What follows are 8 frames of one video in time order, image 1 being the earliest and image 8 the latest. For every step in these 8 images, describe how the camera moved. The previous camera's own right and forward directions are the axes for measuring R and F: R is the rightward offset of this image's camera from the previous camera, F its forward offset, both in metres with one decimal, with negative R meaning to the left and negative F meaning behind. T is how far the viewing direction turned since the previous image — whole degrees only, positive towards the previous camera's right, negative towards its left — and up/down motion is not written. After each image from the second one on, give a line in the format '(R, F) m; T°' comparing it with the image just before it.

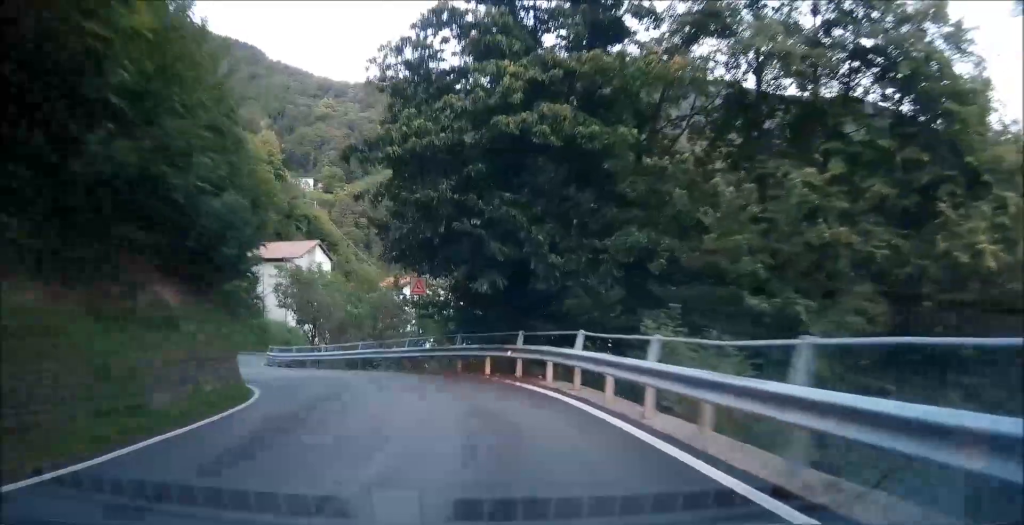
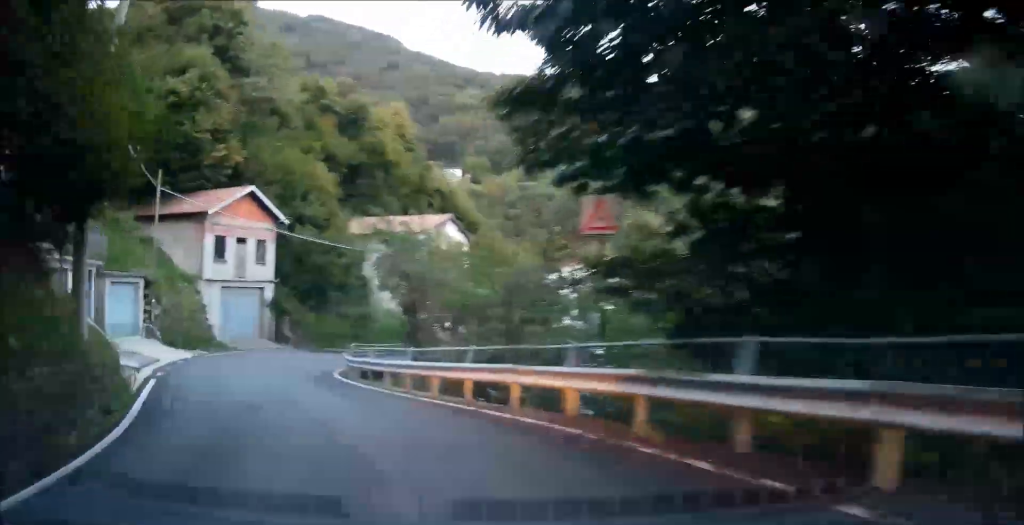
(-0.4, +13.0) m; -6°
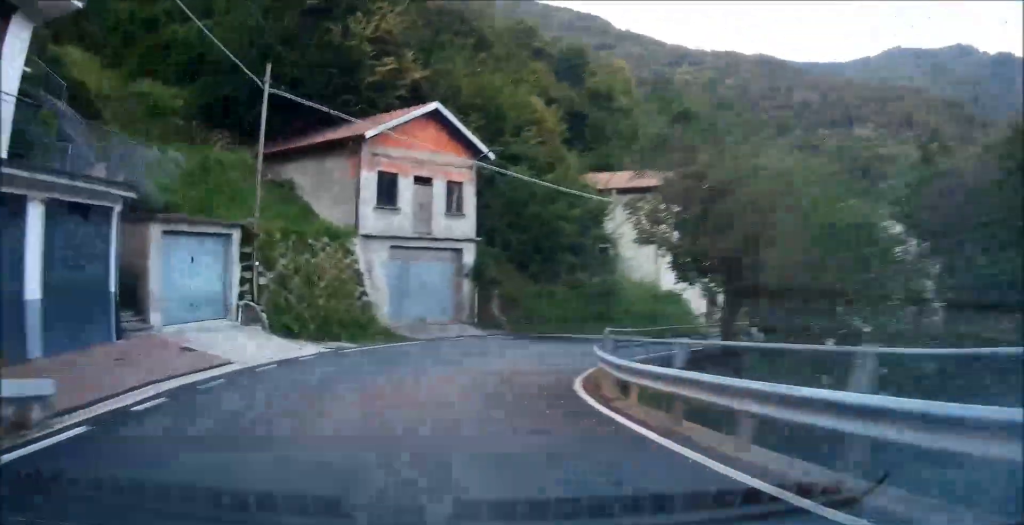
(-1.3, +10.8) m; -20°
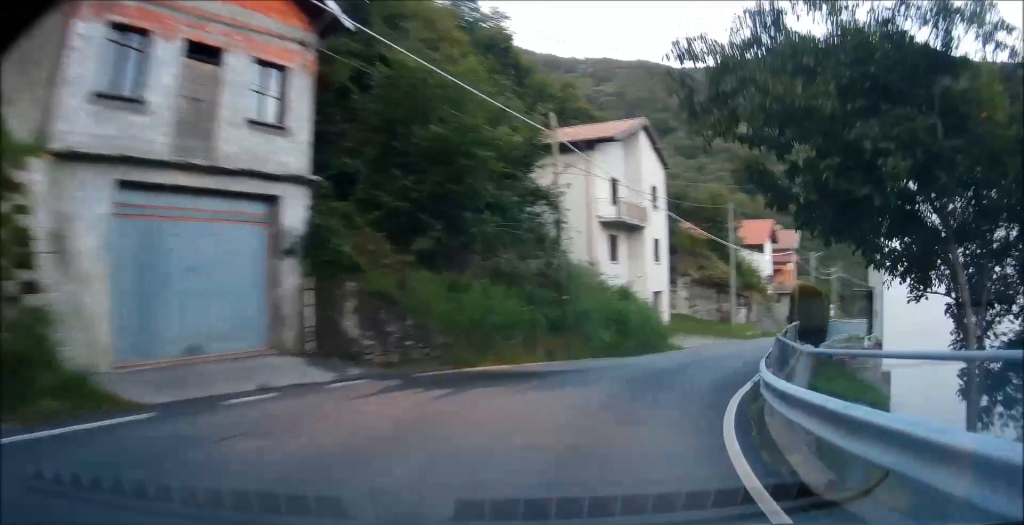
(-1.2, +13.5) m; +7°
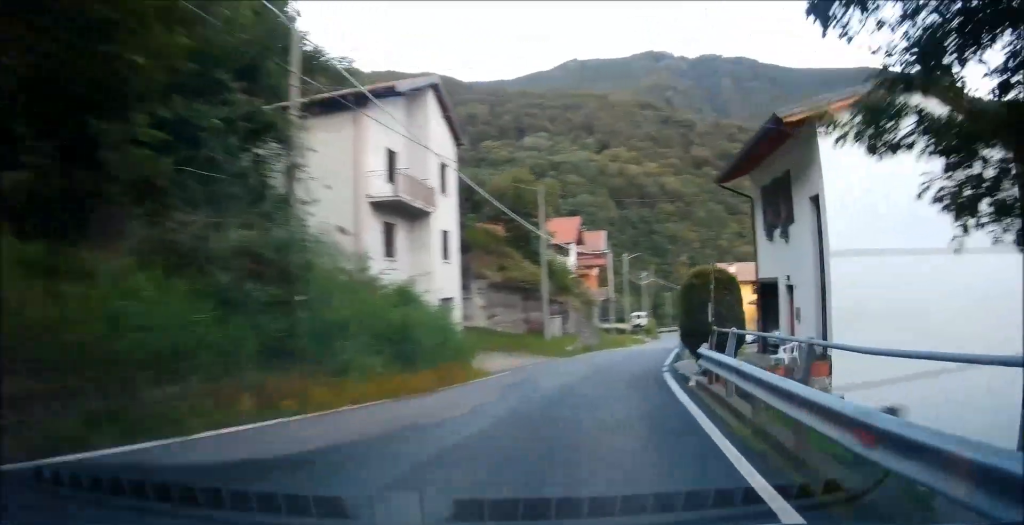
(+1.6, +8.3) m; +16°
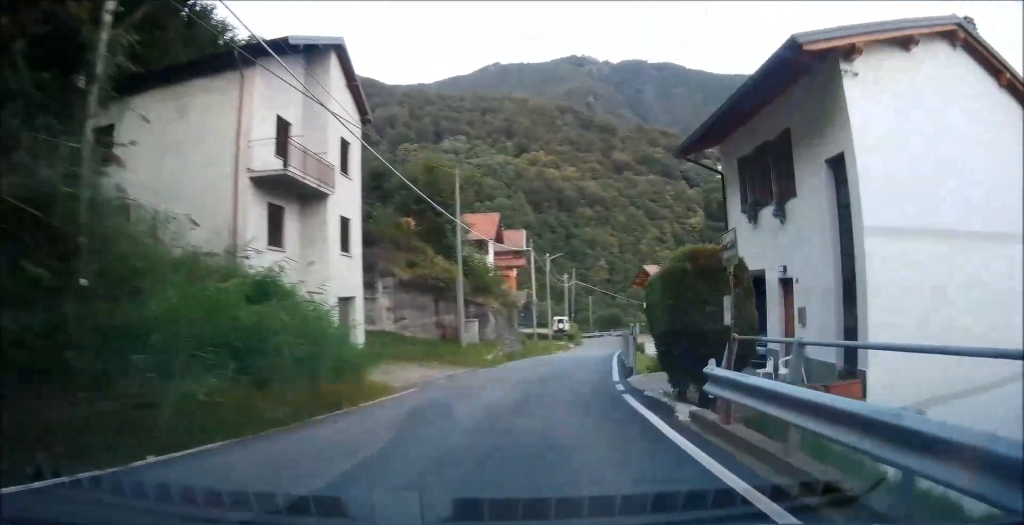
(+0.4, +4.3) m; +6°
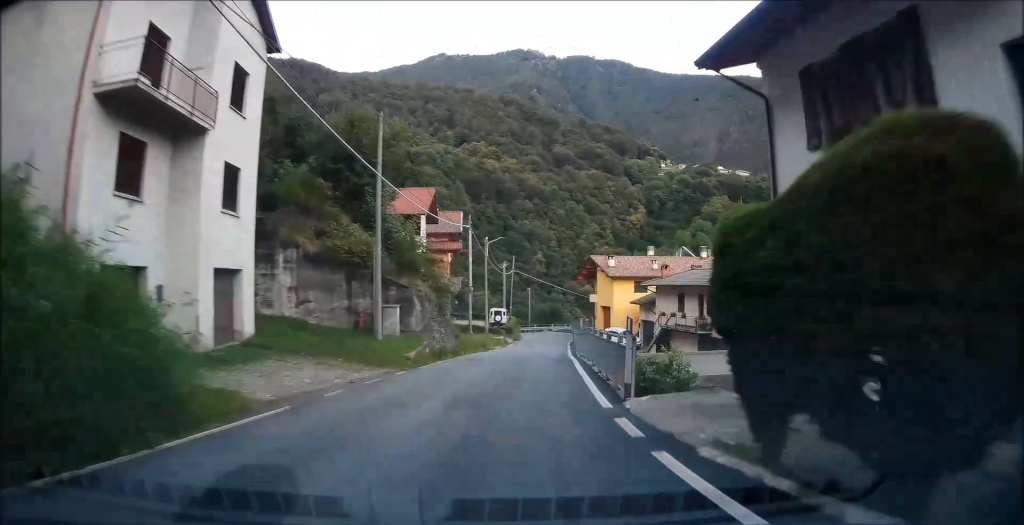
(0.0, +6.1) m; +5°
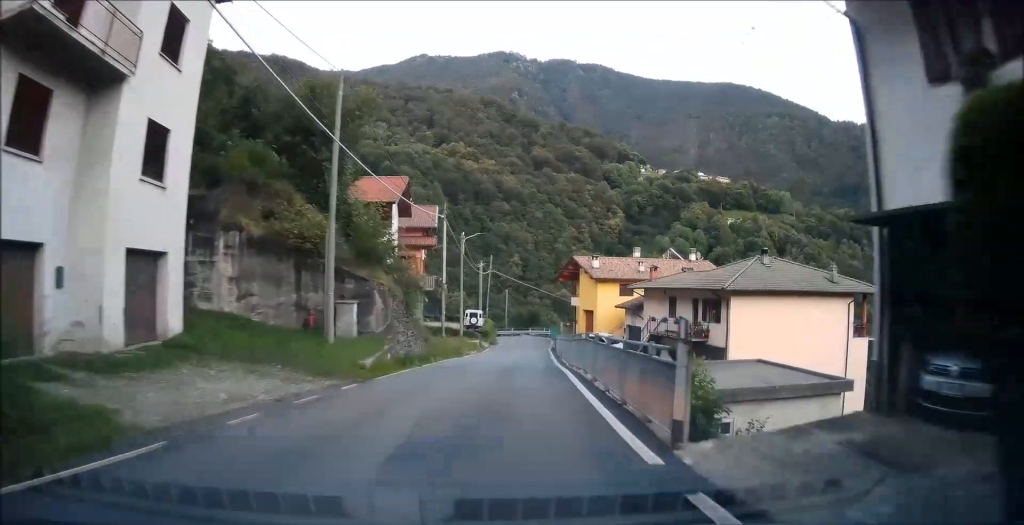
(+0.2, +3.7) m; +3°
